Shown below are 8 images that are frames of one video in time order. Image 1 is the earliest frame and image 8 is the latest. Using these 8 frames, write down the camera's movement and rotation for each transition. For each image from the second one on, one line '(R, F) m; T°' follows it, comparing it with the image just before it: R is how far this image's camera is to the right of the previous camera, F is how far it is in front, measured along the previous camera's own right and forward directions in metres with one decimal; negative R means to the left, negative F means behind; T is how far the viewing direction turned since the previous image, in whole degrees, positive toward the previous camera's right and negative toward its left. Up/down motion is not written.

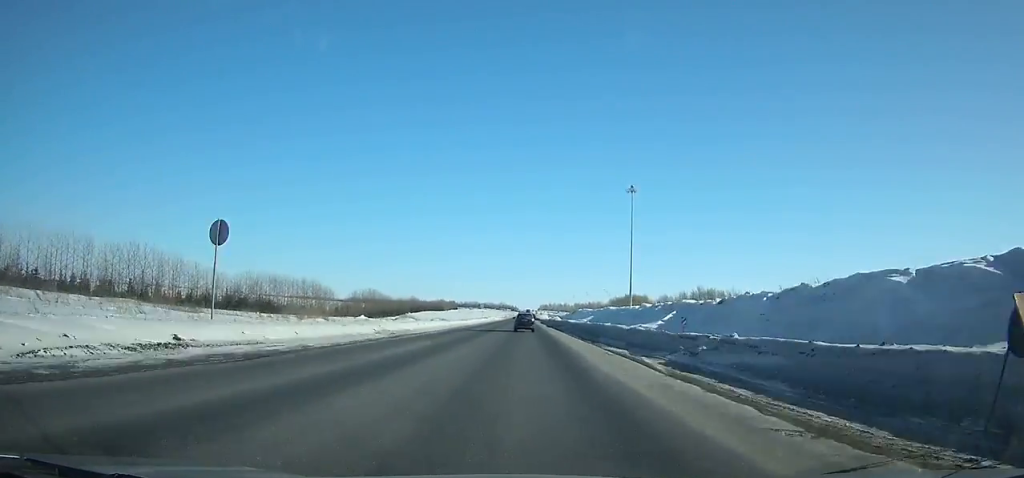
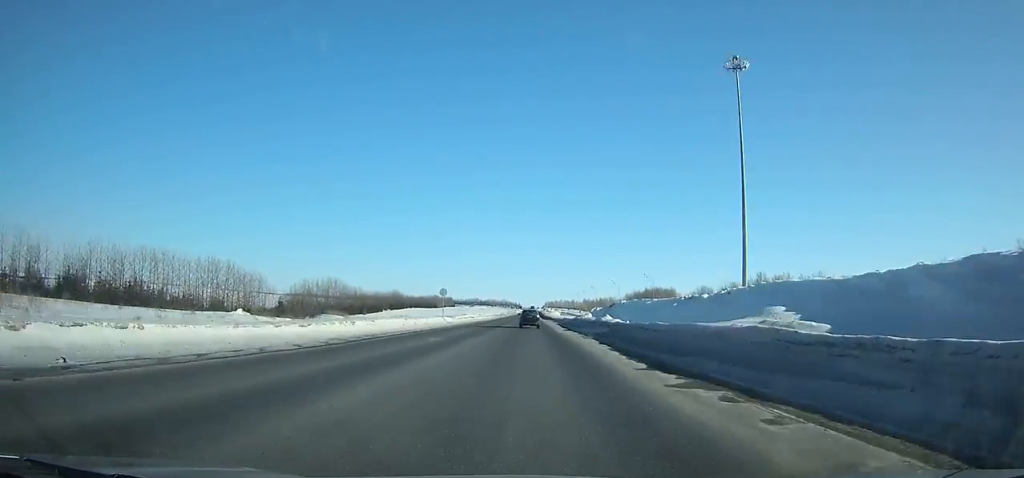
(-0.3, +65.0) m; 0°
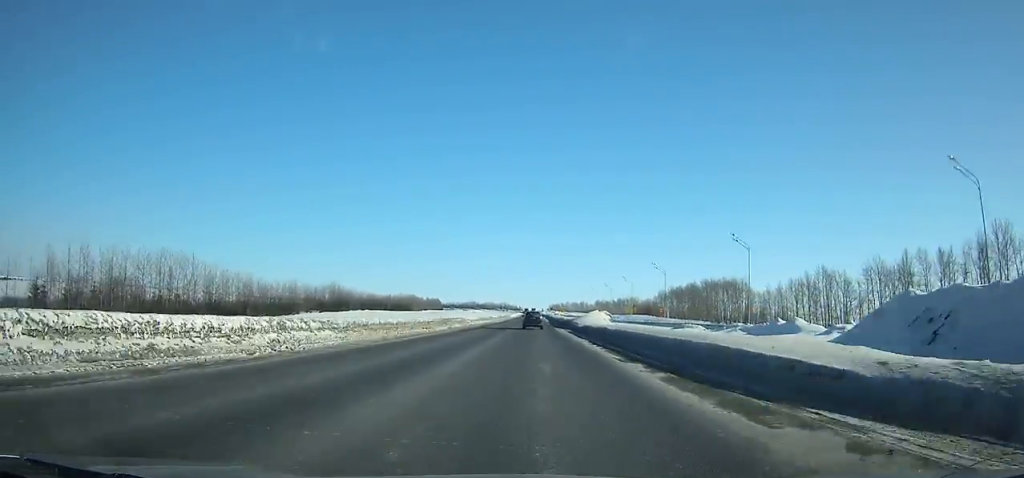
(0.0, +106.4) m; 0°
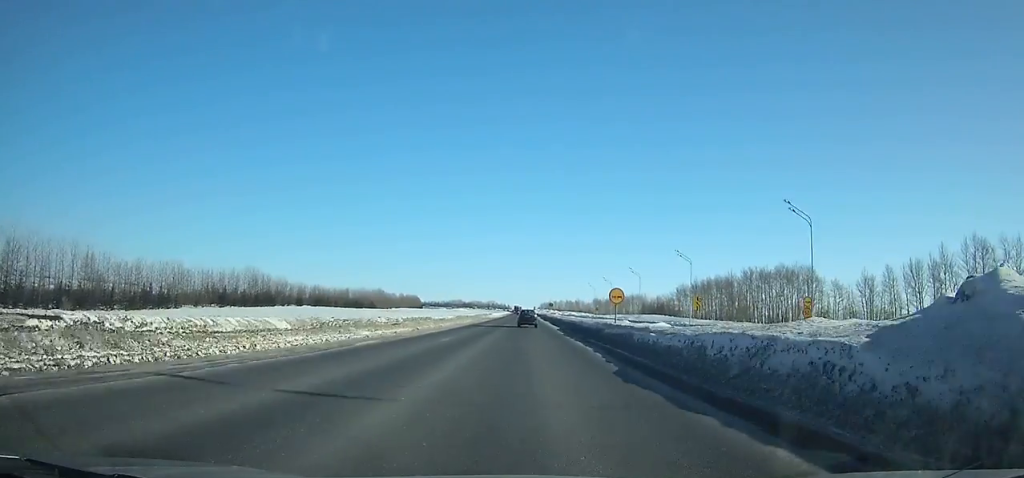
(0.0, +61.2) m; 0°
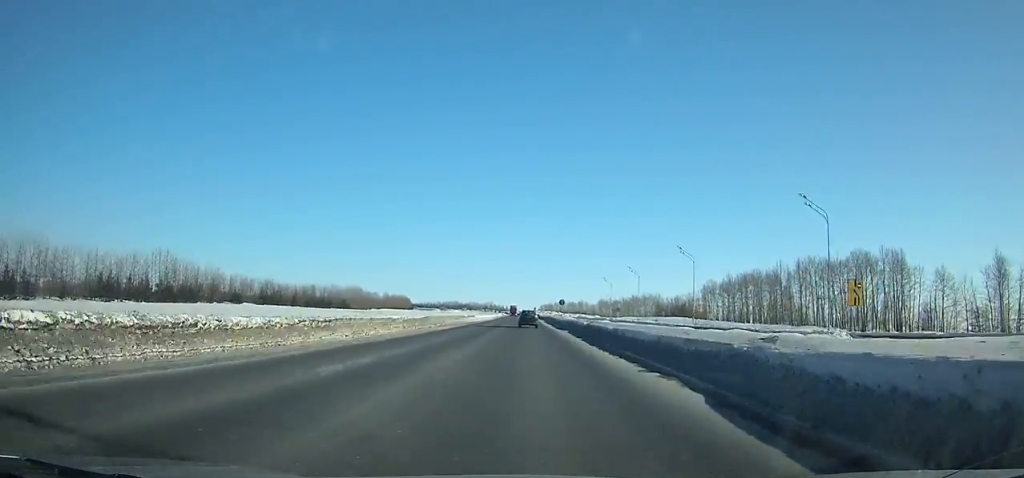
(+0.3, +44.9) m; 0°
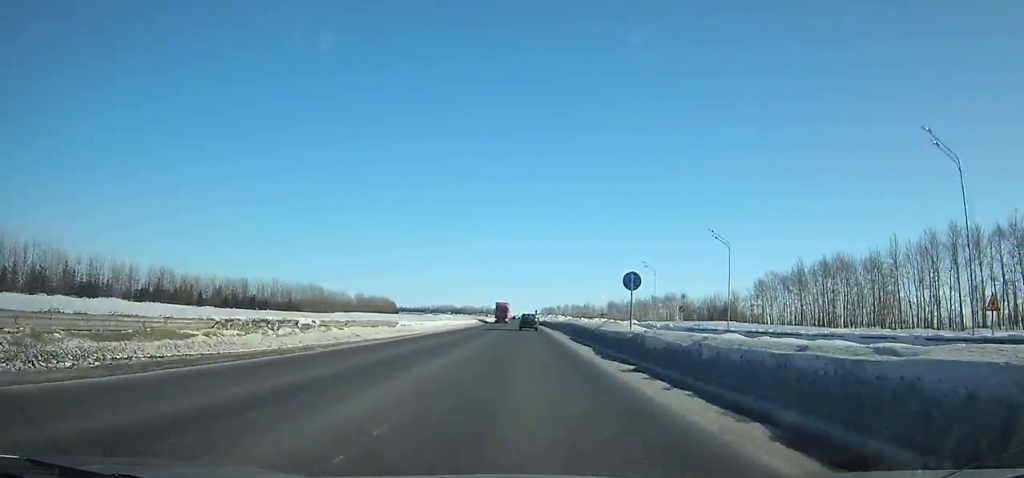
(+0.2, +59.8) m; 0°
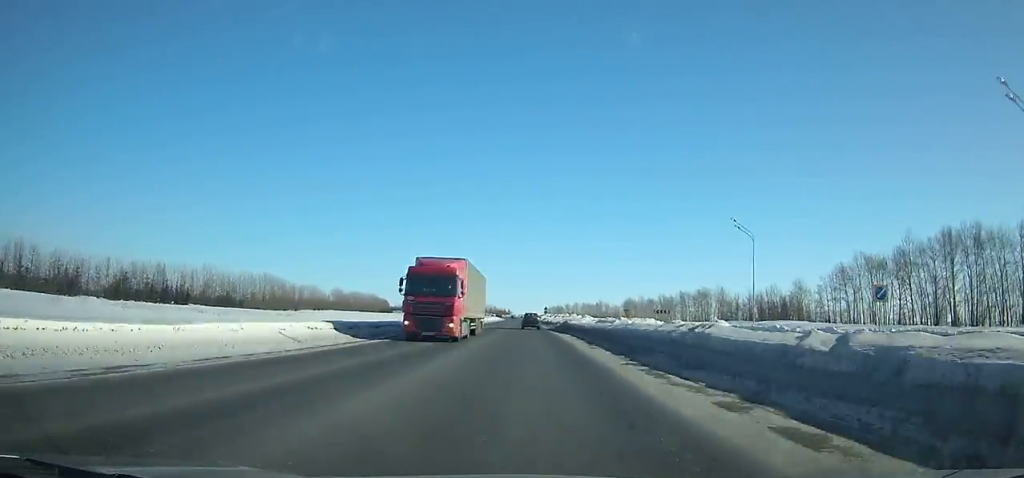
(+0.1, +47.3) m; 0°
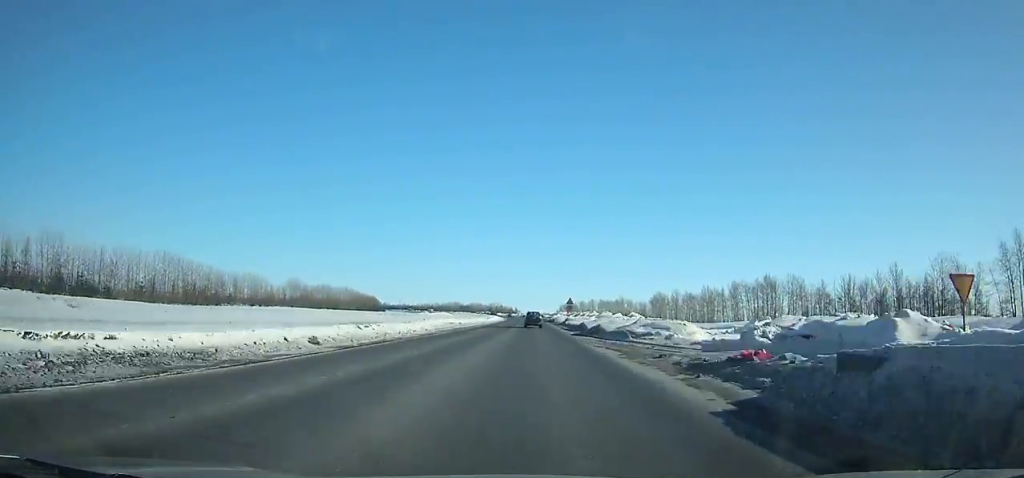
(-0.3, +58.6) m; 0°
